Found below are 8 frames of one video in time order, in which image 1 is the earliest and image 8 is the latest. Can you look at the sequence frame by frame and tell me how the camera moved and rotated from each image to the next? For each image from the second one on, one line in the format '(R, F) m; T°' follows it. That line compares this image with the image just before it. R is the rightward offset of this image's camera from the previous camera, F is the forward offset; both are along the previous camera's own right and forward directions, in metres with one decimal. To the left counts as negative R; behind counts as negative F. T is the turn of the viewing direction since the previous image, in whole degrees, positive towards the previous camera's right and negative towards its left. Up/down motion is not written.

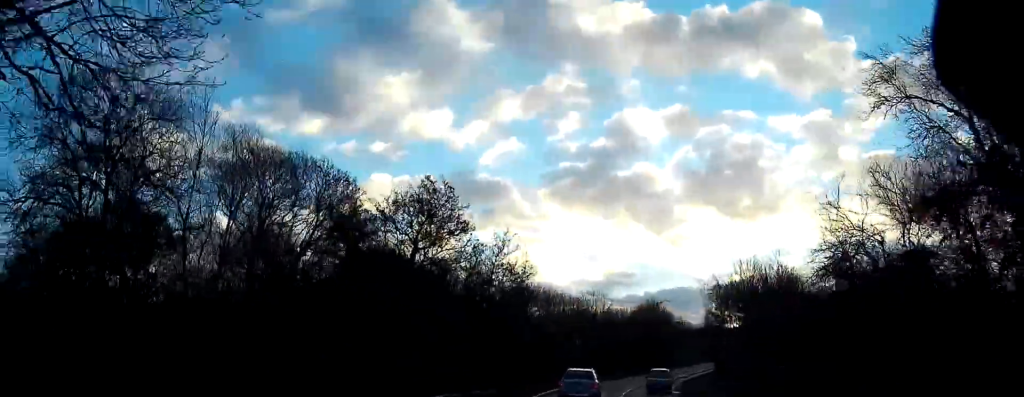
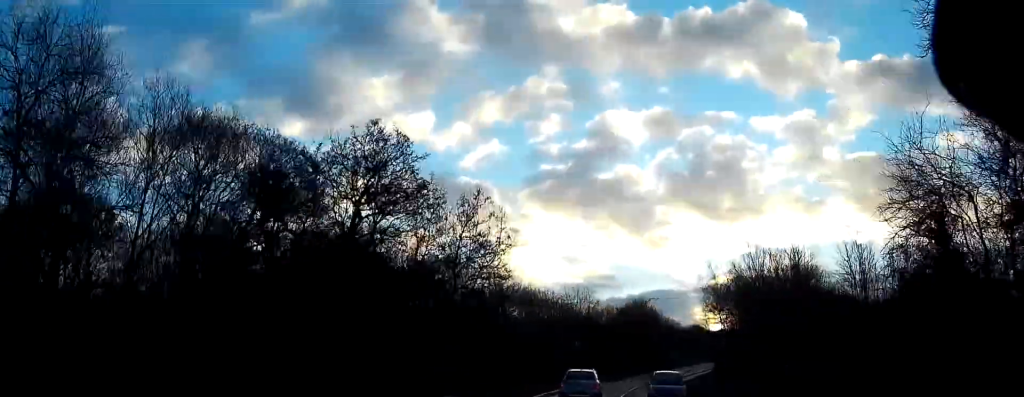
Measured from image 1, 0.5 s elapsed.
(0.0, +7.0) m; +1°
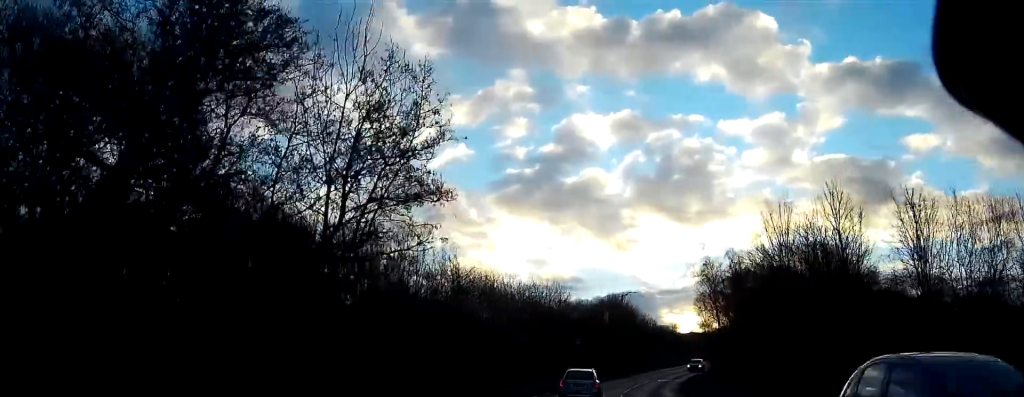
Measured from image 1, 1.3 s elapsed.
(+0.2, +11.1) m; +2°
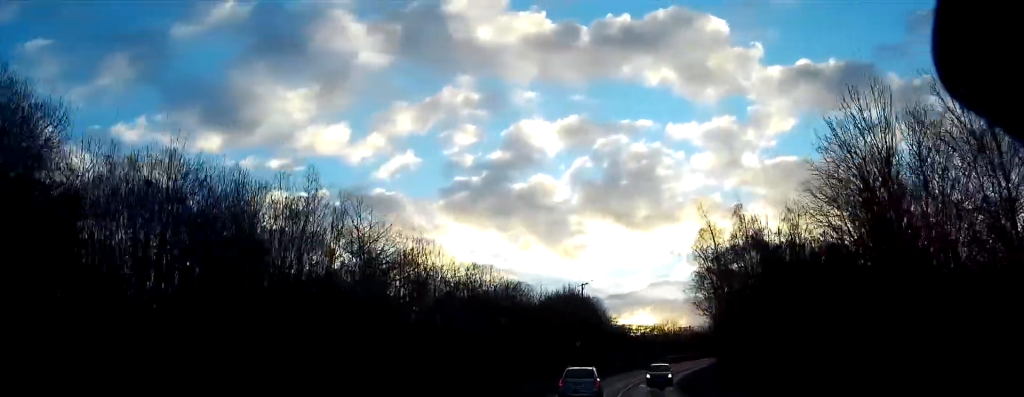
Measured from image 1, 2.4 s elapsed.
(+0.5, +17.2) m; +5°
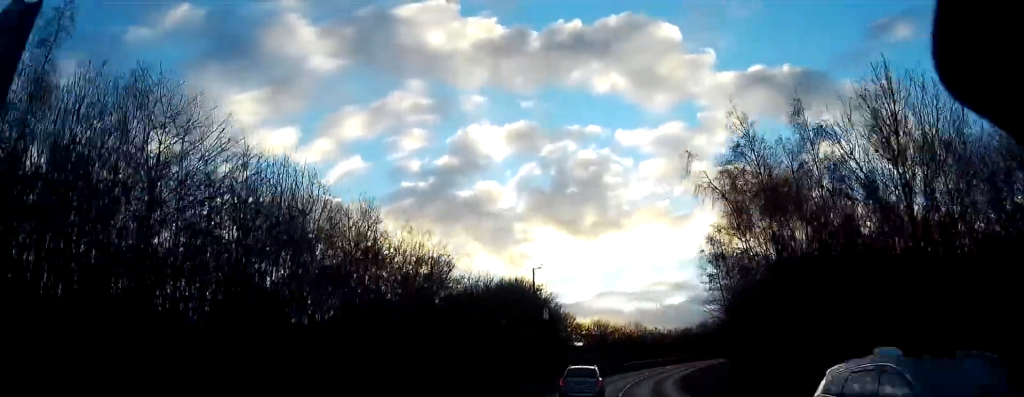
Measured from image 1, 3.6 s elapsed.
(+1.1, +19.7) m; +5°
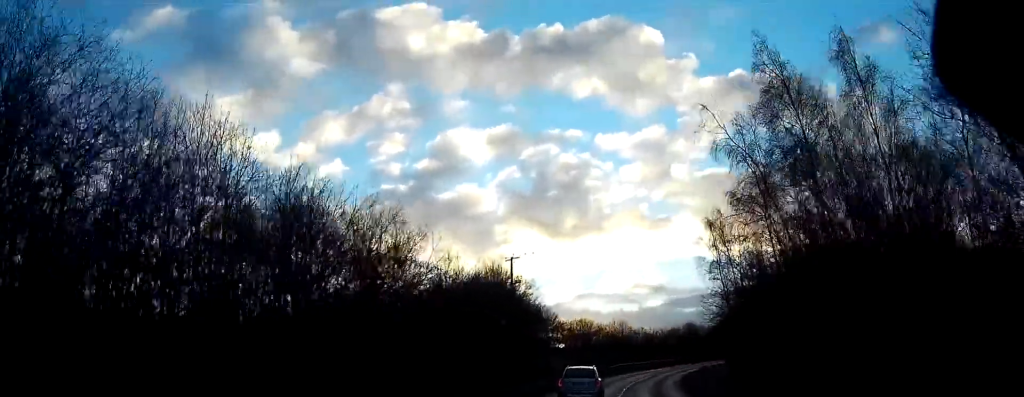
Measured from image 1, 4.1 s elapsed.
(+0.1, +7.0) m; +1°
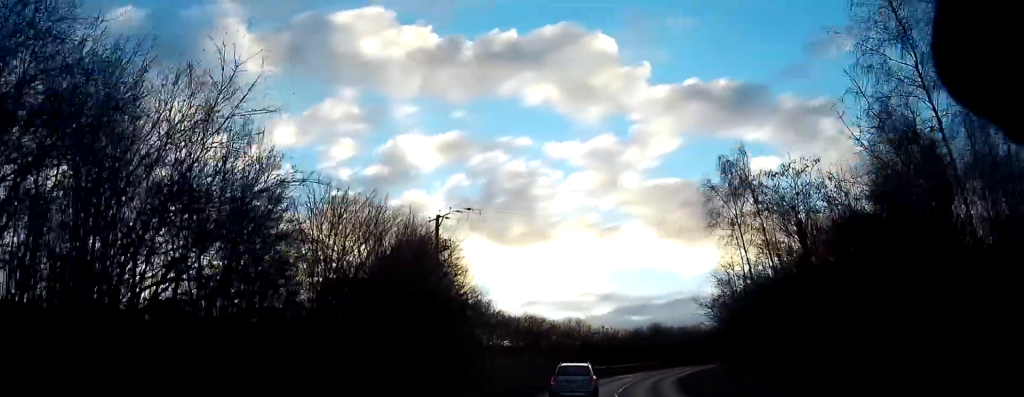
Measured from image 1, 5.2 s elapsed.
(+0.5, +18.6) m; +4°
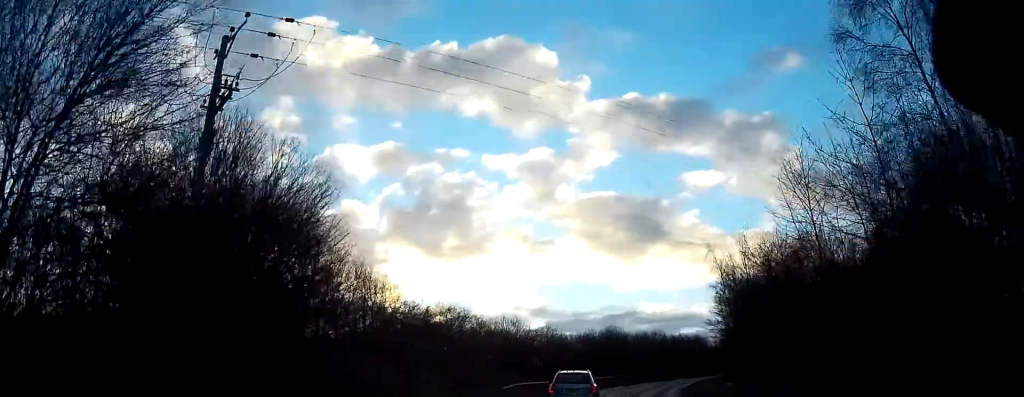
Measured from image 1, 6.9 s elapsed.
(+1.3, +25.2) m; +6°
